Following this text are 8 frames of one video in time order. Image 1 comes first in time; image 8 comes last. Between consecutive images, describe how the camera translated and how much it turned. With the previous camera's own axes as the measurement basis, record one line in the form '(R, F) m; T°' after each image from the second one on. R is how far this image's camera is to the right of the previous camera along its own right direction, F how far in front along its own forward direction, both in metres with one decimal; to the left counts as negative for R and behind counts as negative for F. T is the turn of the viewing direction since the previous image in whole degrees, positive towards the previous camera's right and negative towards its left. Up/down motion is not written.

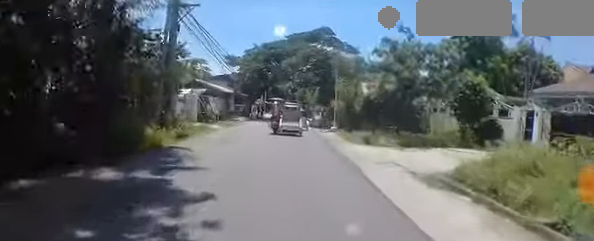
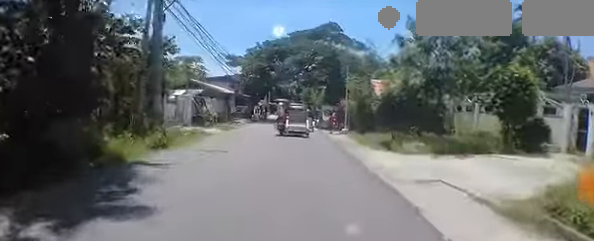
(0.0, +1.9) m; -3°
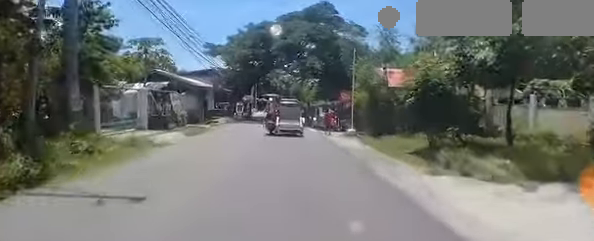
(-0.2, +3.7) m; -5°
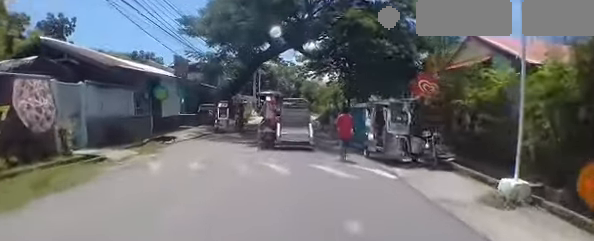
(+0.1, +8.1) m; +1°
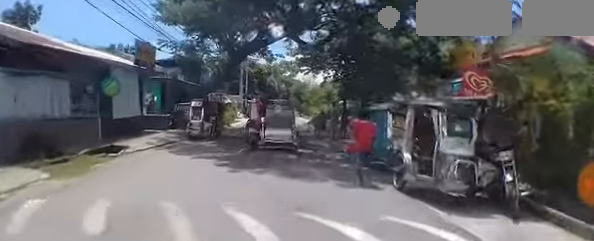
(-0.1, +2.7) m; -1°
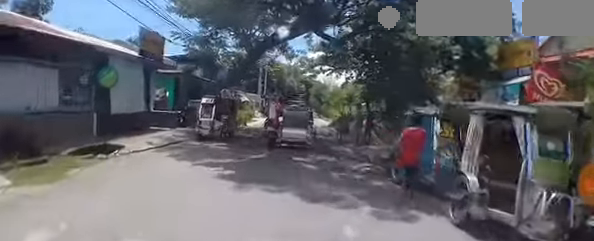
(-0.1, +1.1) m; +4°
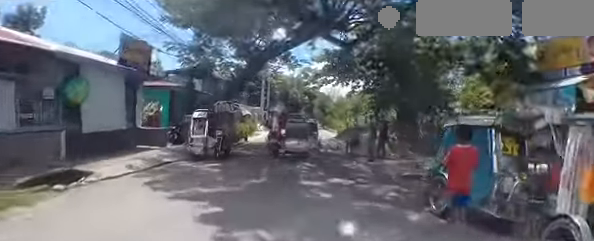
(0.0, +1.3) m; +2°
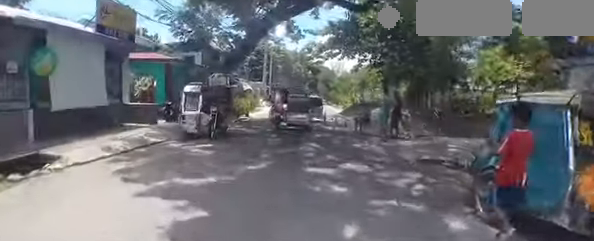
(+0.2, +1.1) m; 0°
